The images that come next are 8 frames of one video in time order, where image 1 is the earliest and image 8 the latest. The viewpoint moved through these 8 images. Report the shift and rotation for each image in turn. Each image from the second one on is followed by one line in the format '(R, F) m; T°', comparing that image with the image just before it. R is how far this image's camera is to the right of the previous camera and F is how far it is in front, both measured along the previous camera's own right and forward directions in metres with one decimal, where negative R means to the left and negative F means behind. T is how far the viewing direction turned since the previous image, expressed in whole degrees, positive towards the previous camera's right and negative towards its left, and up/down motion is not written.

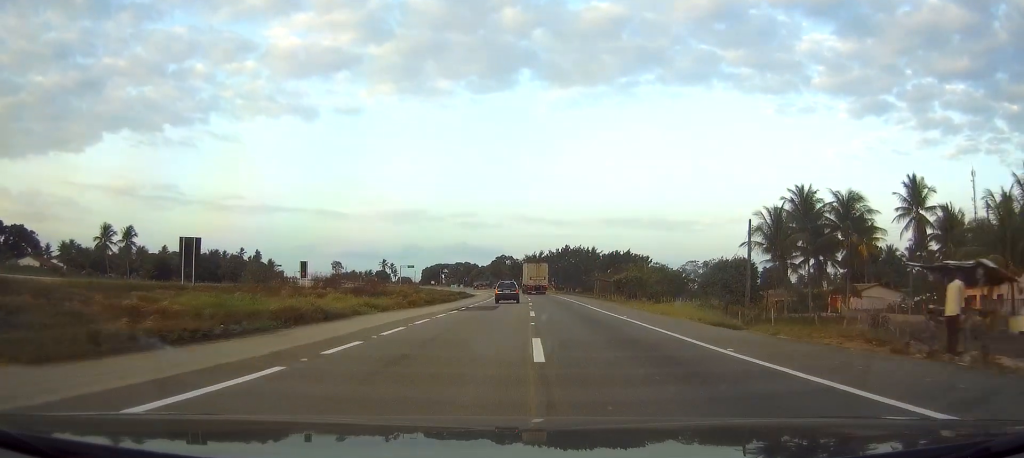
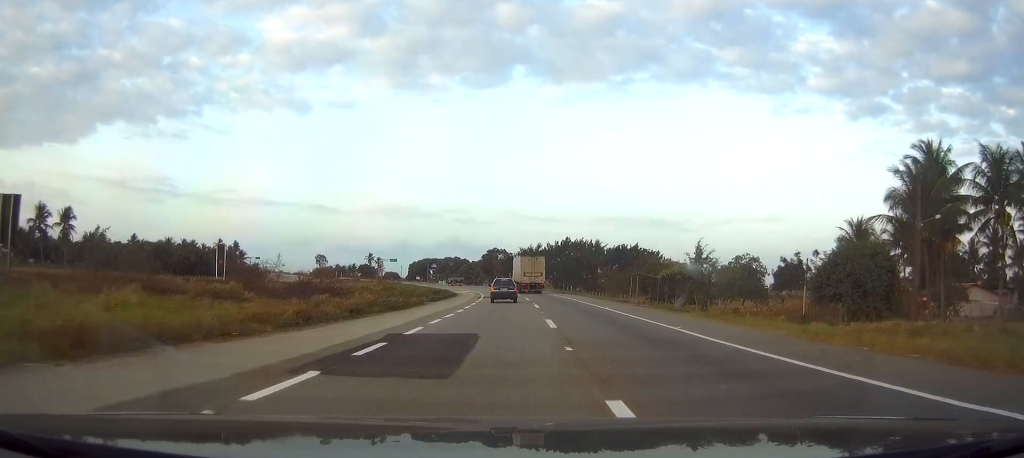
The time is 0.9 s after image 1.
(+0.1, +23.0) m; 0°
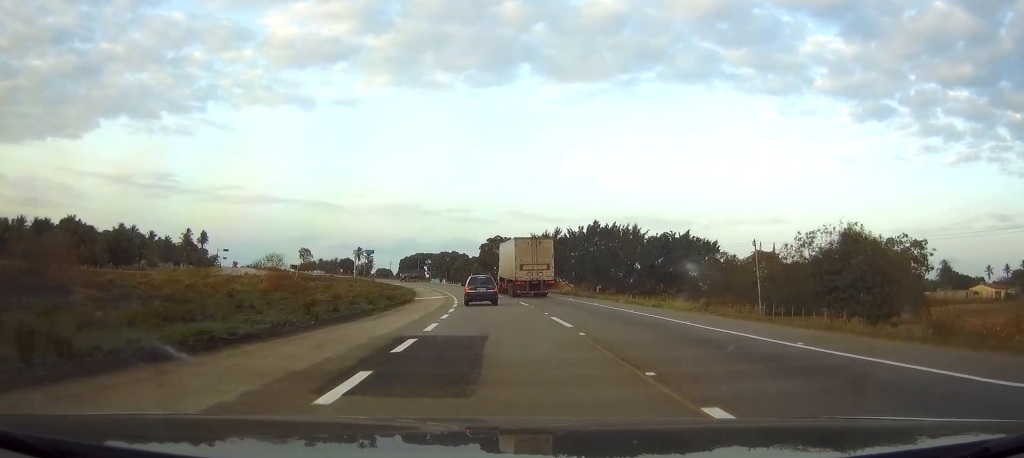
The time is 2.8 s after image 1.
(+0.1, +47.7) m; 0°
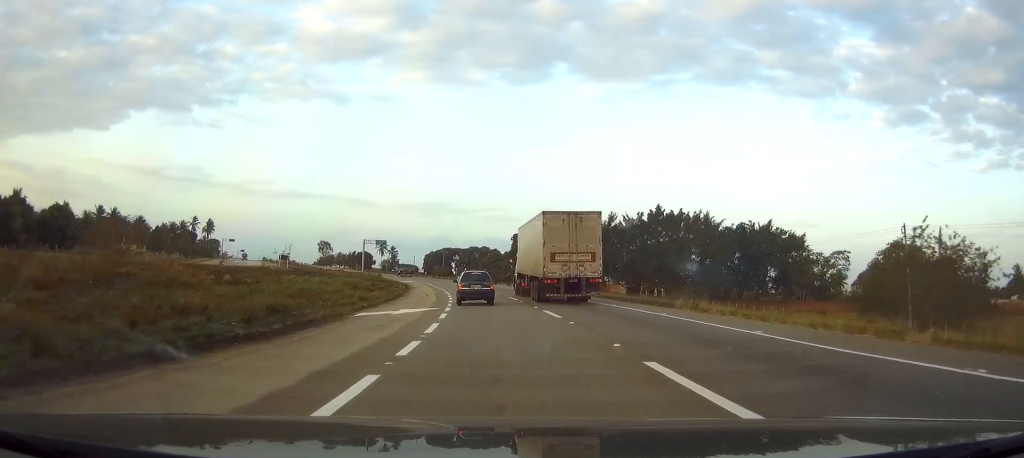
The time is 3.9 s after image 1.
(-0.3, +28.6) m; -2°
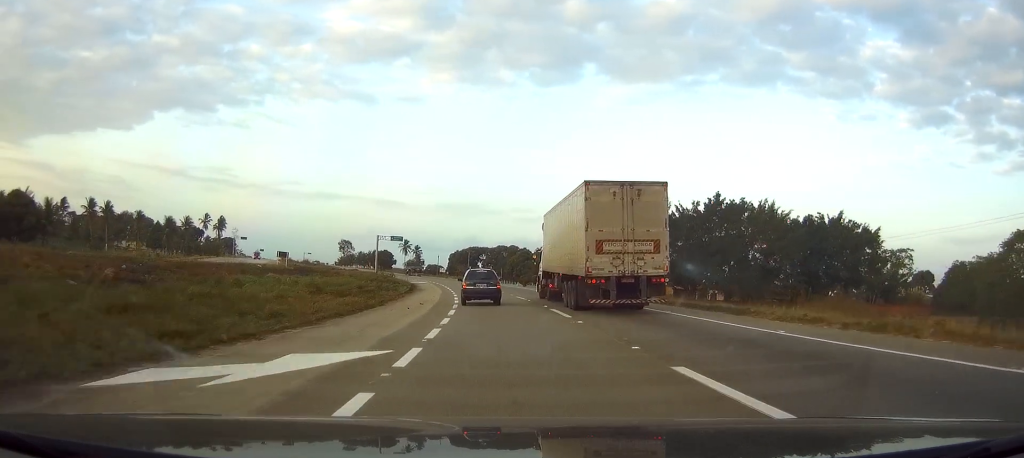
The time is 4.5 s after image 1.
(-0.2, +16.6) m; -1°
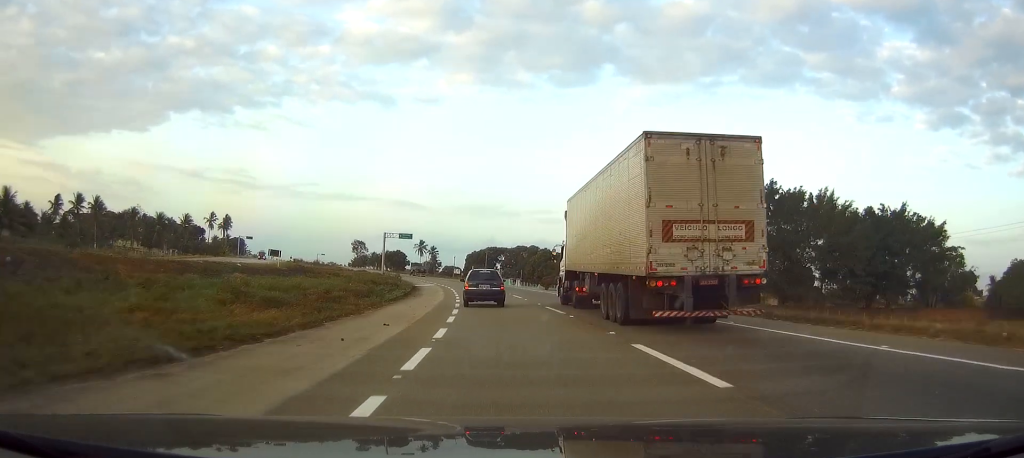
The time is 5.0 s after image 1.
(-0.2, +13.1) m; -1°
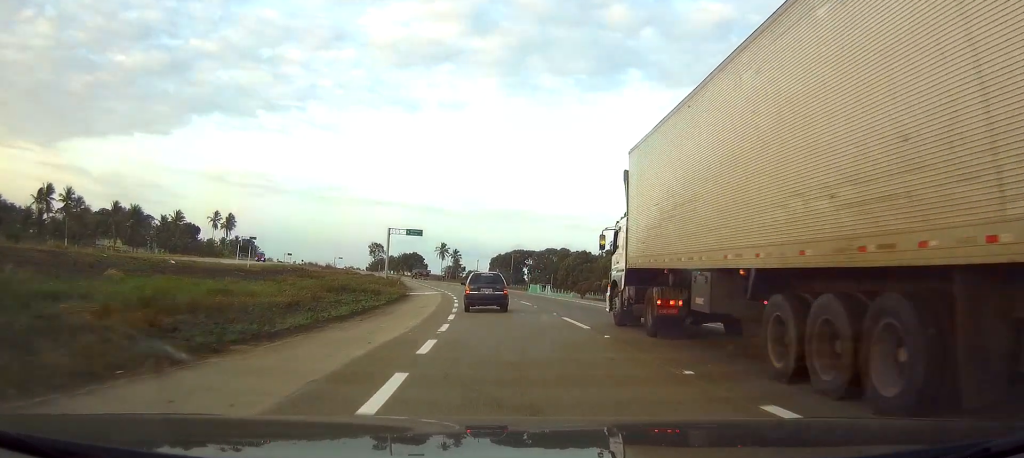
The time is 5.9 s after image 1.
(-0.4, +21.7) m; -2°
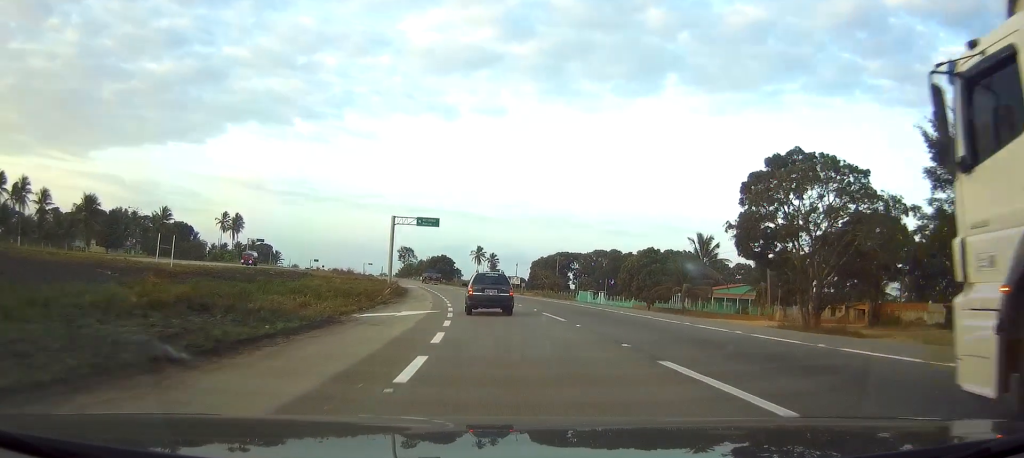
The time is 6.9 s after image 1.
(-0.7, +27.8) m; -3°
